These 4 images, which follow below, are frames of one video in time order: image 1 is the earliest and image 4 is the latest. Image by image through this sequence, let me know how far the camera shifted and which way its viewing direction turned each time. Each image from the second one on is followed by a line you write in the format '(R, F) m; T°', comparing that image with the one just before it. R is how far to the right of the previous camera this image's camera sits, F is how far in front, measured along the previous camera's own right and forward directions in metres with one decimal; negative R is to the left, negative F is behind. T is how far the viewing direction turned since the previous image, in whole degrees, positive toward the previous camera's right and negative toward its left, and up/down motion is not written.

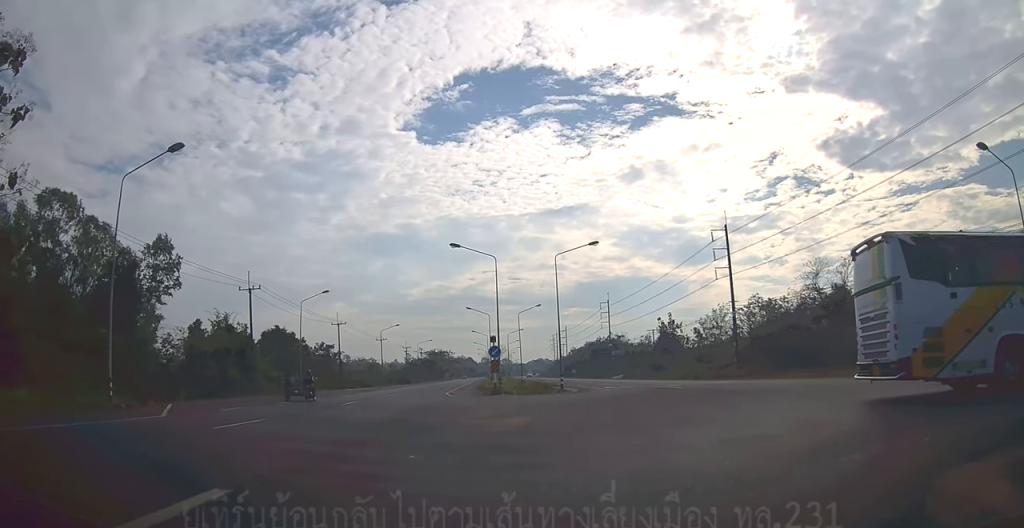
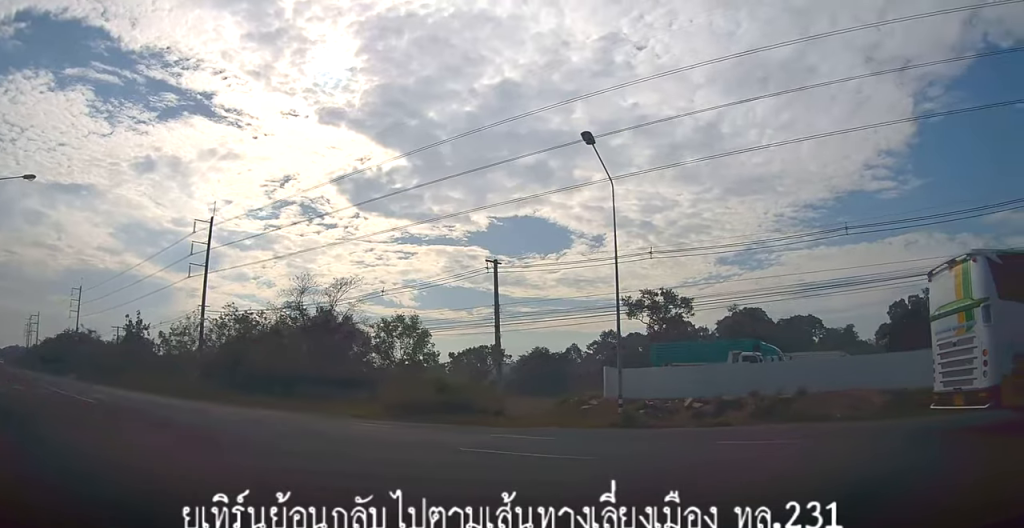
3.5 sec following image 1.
(+2.7, +7.9) m; +44°
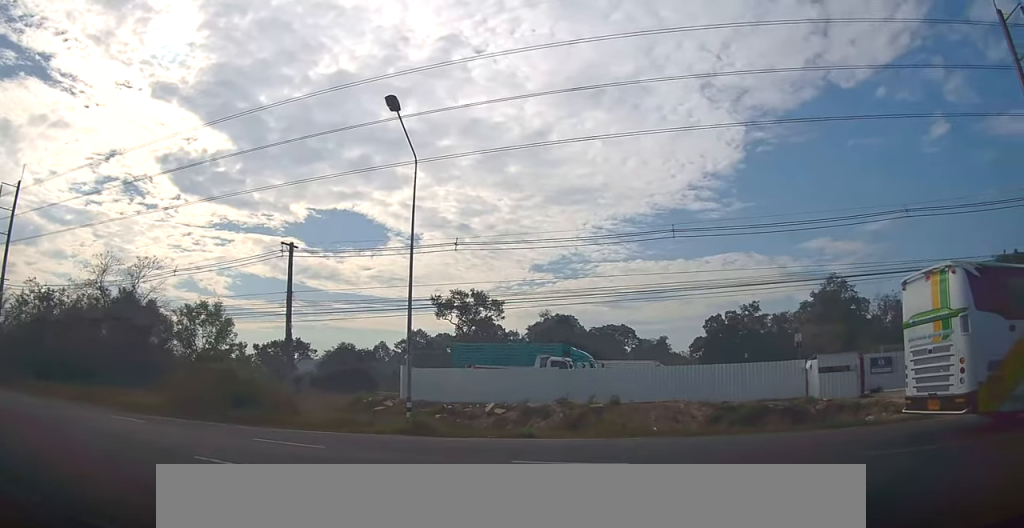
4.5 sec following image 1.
(-0.3, +2.1) m; +32°
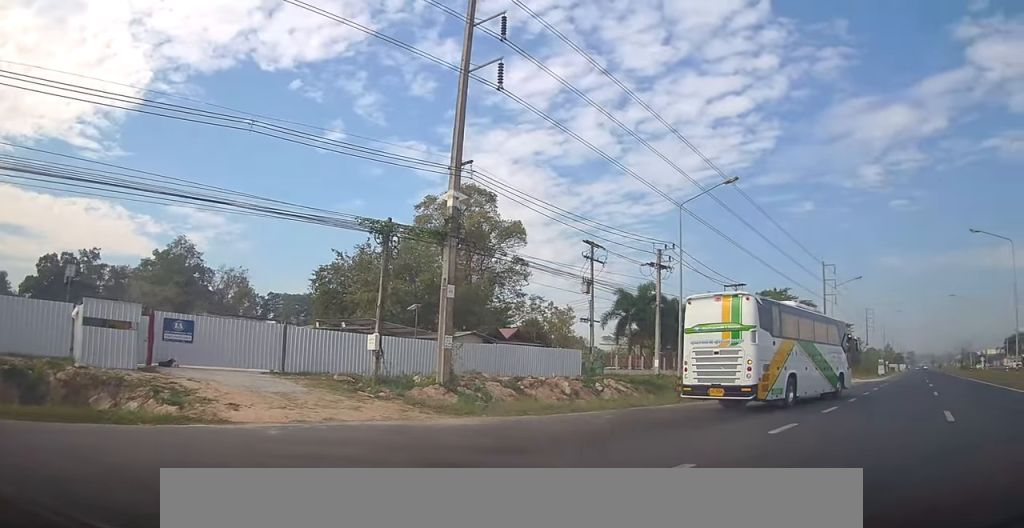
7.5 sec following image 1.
(+3.9, +4.9) m; +54°
